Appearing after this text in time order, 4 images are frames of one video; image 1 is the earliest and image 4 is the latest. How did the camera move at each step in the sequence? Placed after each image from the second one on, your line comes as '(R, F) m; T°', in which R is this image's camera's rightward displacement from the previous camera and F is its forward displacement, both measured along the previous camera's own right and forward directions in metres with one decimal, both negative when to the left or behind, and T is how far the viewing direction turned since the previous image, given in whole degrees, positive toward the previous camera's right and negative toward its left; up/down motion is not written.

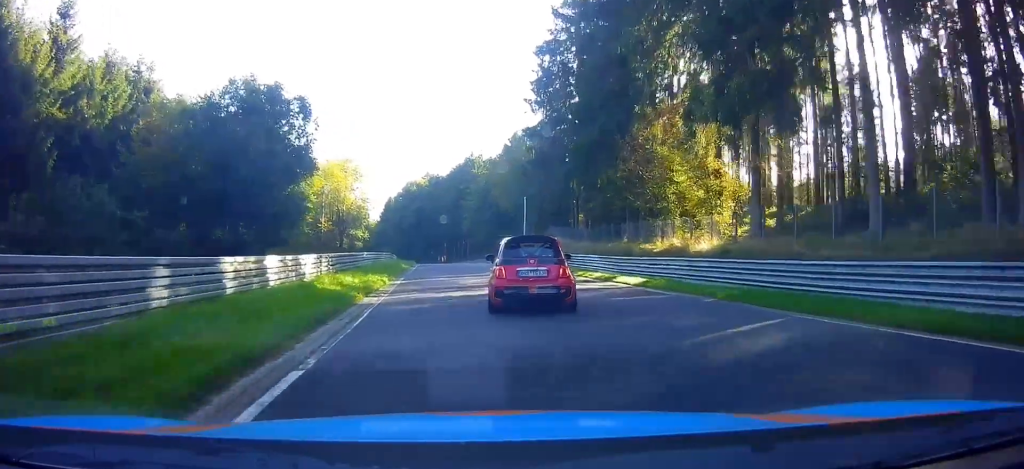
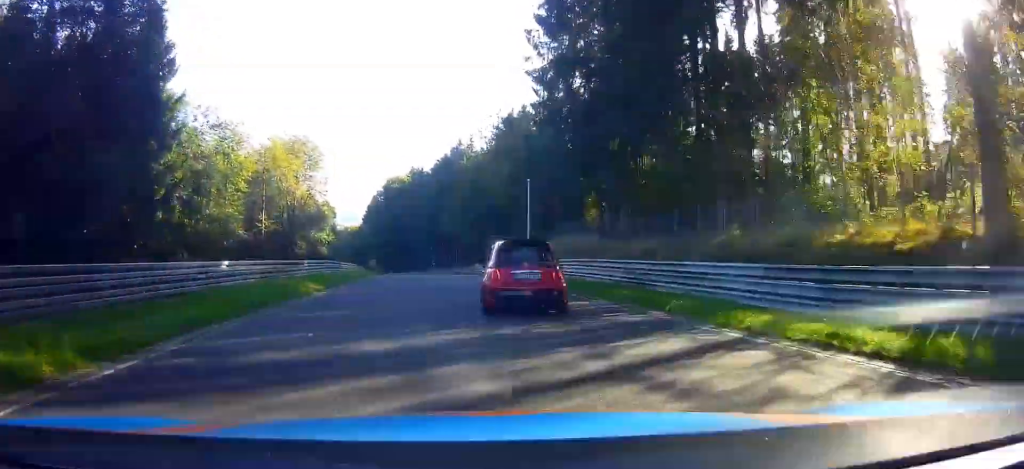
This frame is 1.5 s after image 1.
(0.0, +15.4) m; -1°
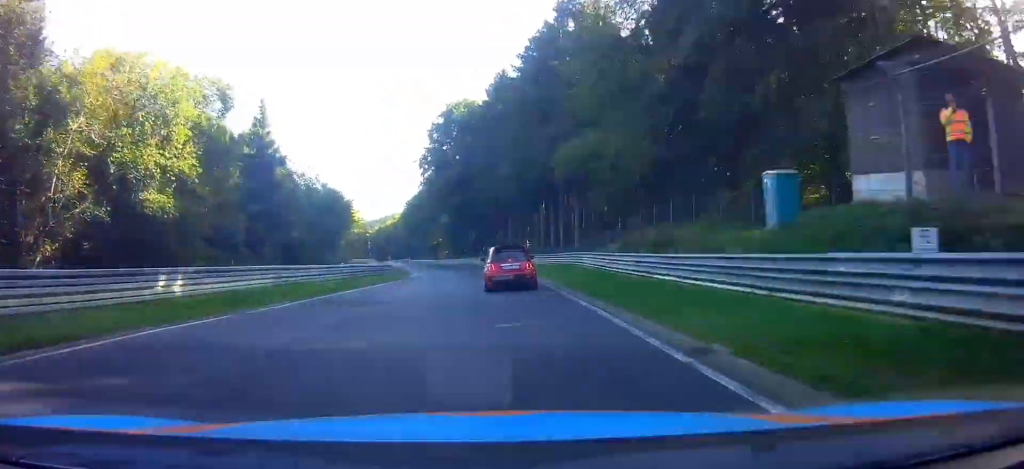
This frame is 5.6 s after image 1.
(-1.2, +57.7) m; -3°
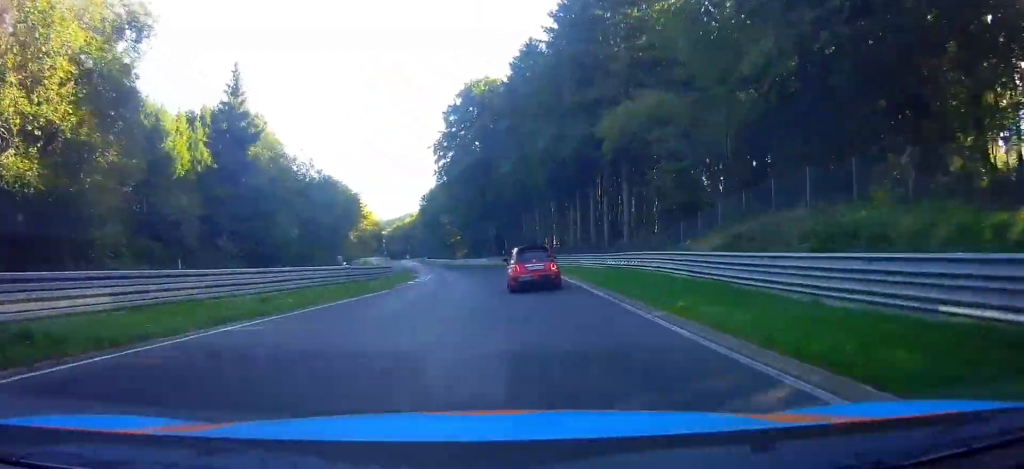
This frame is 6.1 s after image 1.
(+0.1, +9.8) m; 0°
